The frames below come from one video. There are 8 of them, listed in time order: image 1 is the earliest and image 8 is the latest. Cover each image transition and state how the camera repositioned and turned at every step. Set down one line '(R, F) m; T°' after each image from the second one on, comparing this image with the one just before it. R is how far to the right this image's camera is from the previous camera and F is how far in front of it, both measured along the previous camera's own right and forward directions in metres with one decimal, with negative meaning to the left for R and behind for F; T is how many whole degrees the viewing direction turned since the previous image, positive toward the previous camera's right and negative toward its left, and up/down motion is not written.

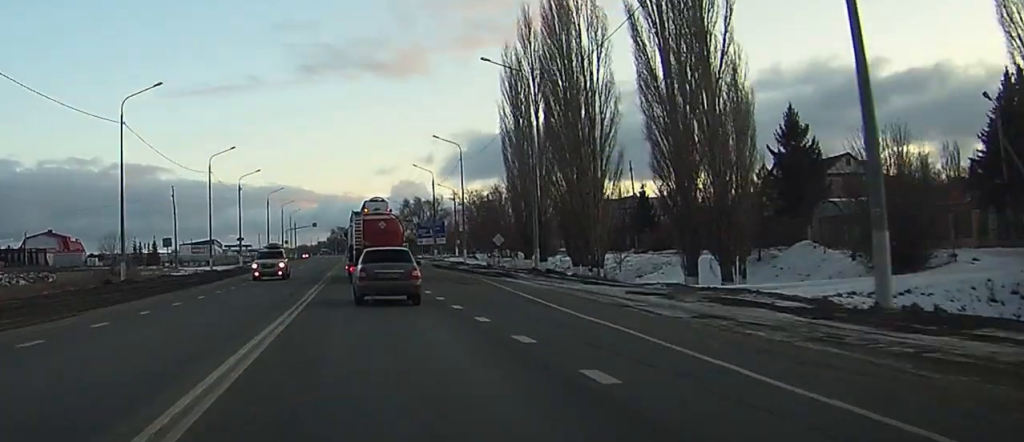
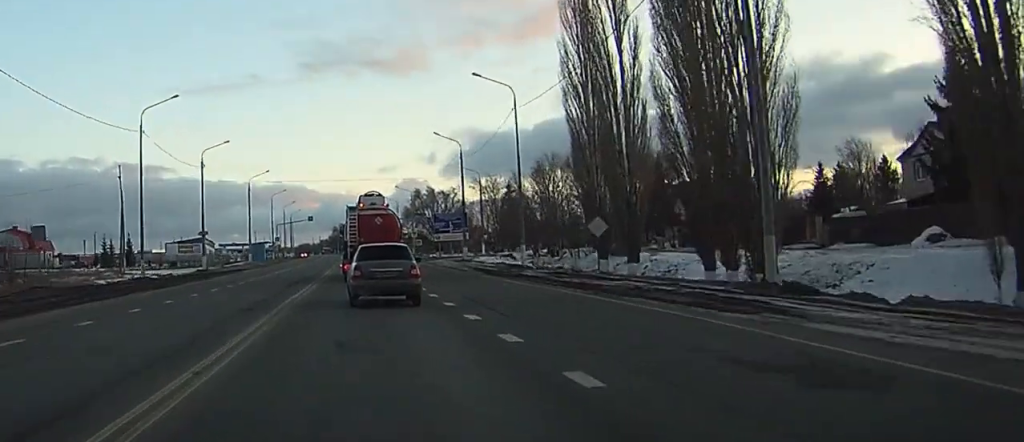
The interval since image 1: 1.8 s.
(+0.4, +28.2) m; +1°
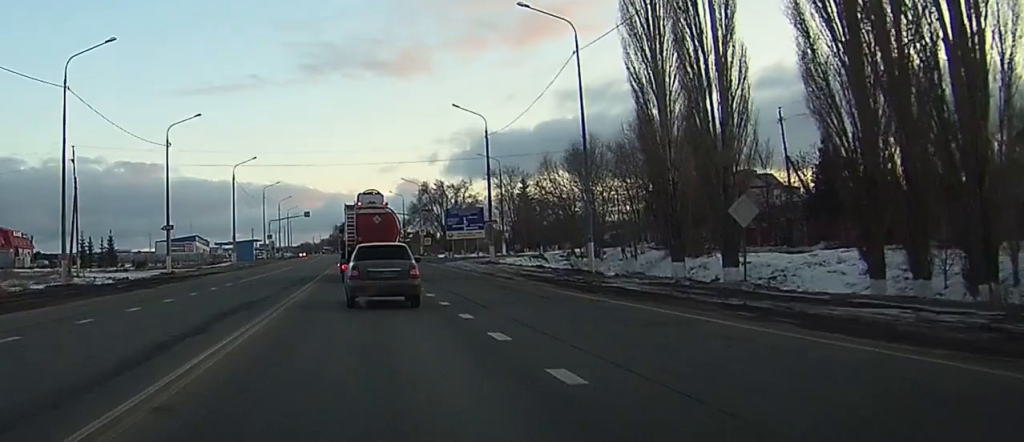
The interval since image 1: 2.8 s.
(-0.1, +15.7) m; -1°
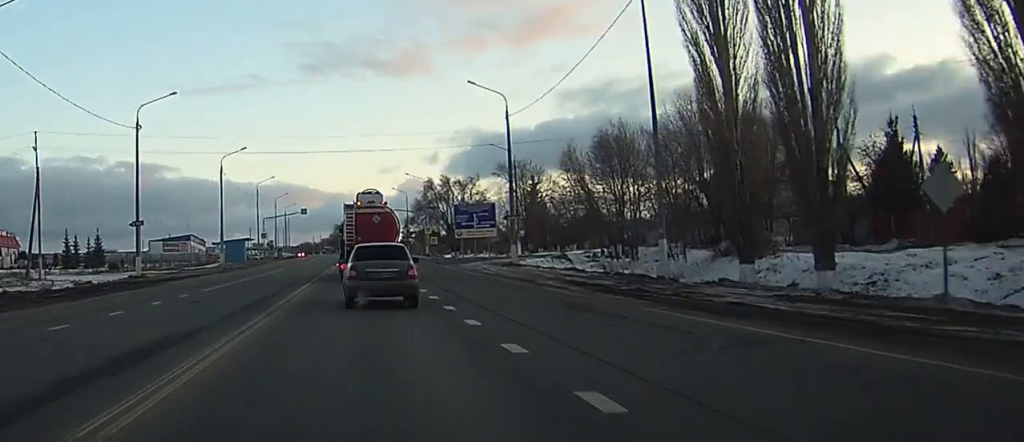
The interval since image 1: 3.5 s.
(-0.1, +9.5) m; 0°
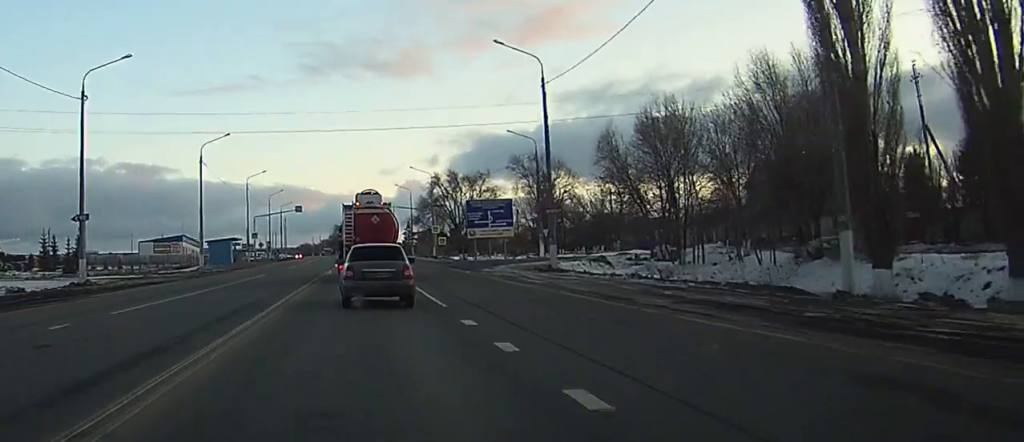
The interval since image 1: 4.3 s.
(+0.2, +11.8) m; +1°
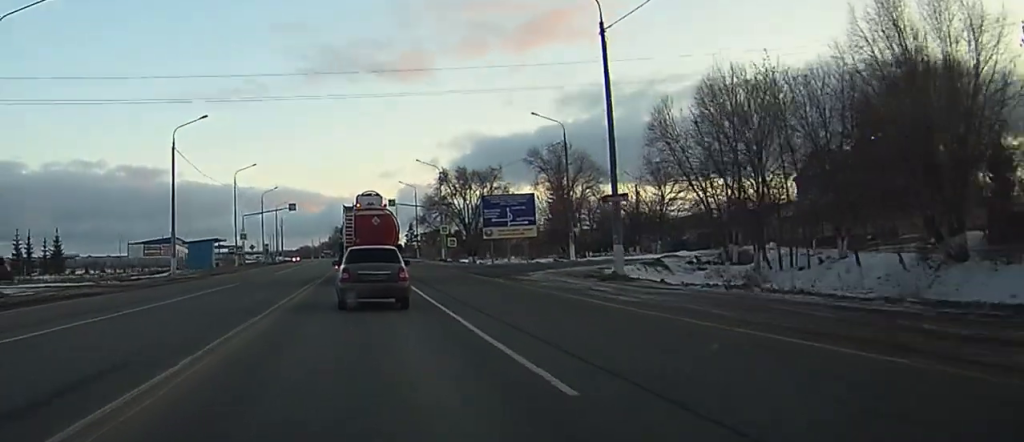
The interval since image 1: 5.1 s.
(+0.1, +11.8) m; -1°
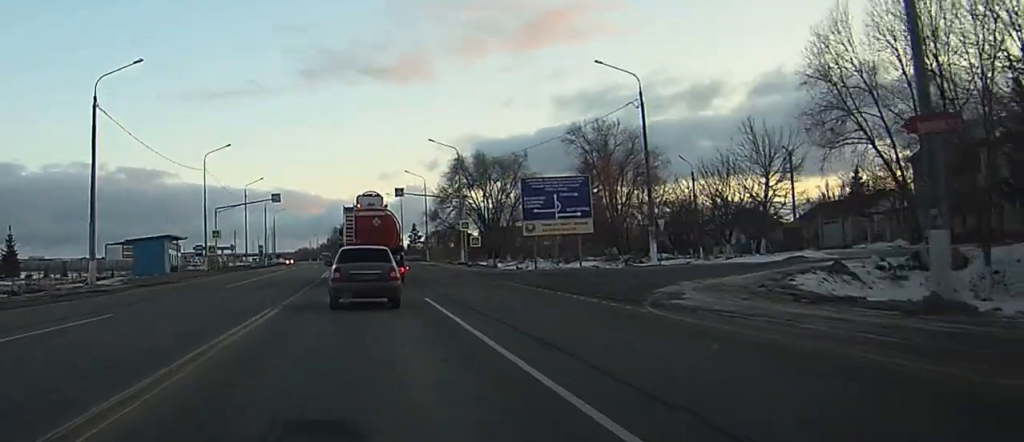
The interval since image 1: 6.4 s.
(-0.2, +19.2) m; 0°
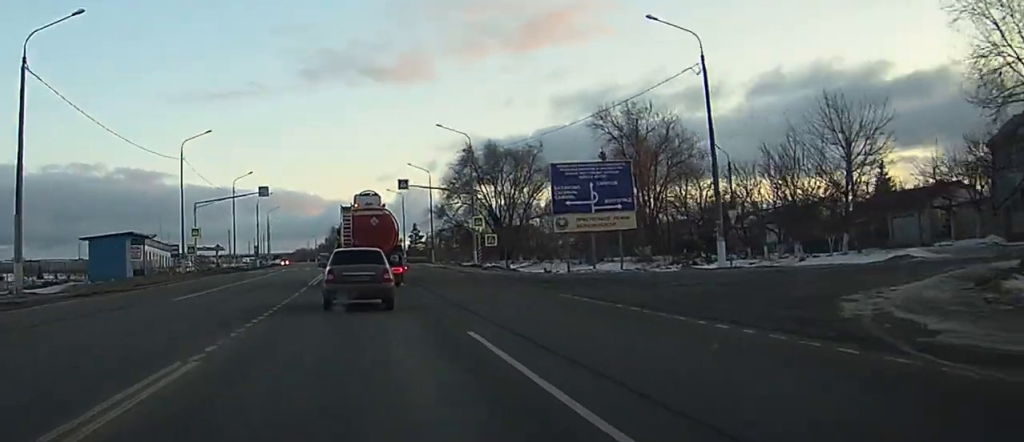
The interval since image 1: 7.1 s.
(+0.2, +9.7) m; 0°
